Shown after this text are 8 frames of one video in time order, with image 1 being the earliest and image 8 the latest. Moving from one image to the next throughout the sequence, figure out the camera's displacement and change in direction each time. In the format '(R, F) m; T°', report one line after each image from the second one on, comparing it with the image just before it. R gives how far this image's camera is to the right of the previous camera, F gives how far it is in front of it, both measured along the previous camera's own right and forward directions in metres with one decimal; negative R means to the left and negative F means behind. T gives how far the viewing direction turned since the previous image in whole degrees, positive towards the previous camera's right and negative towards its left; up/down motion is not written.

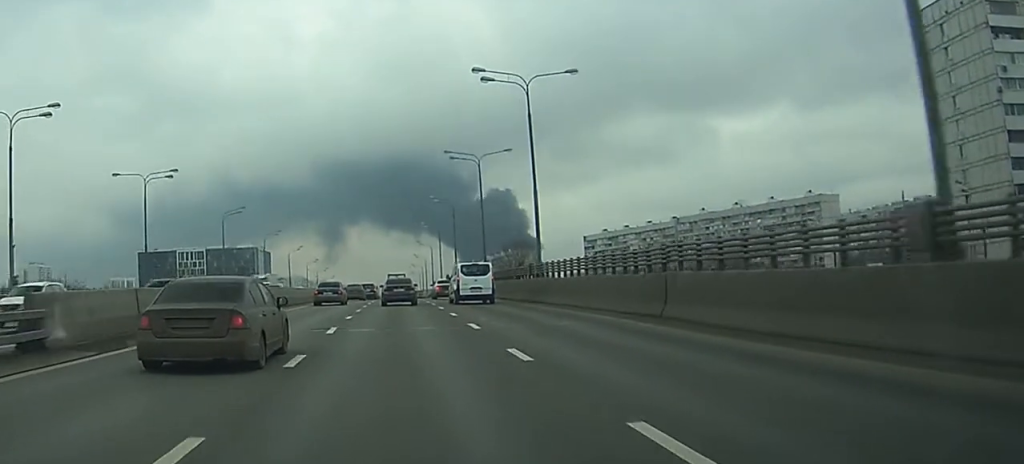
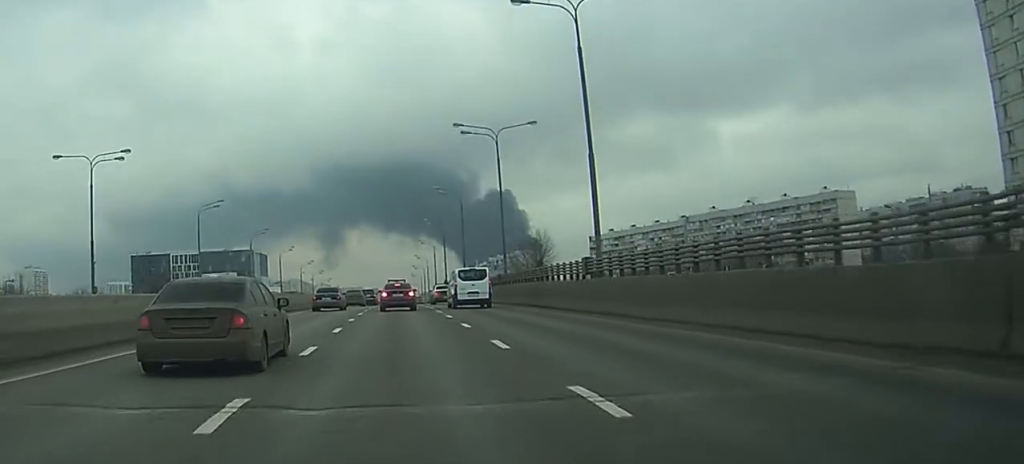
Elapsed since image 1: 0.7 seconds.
(0.0, +14.0) m; 0°
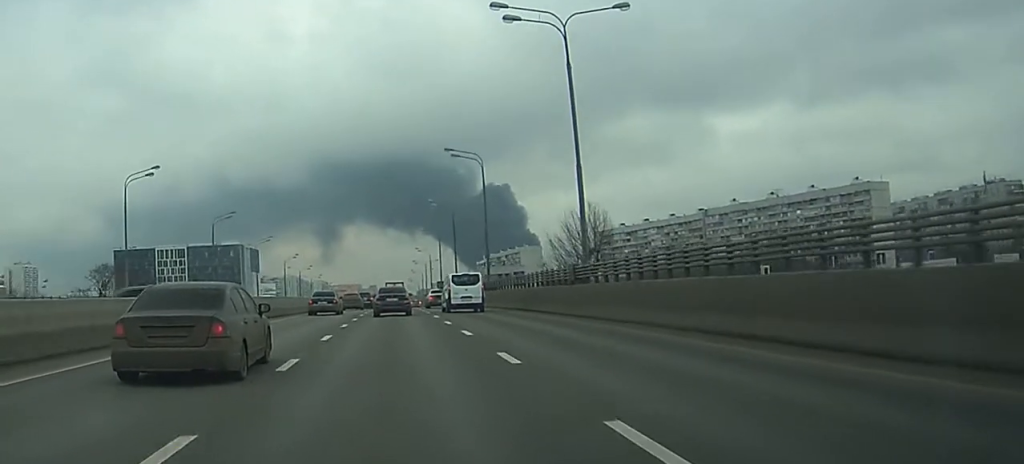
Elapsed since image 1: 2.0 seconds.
(+0.1, +26.6) m; 0°
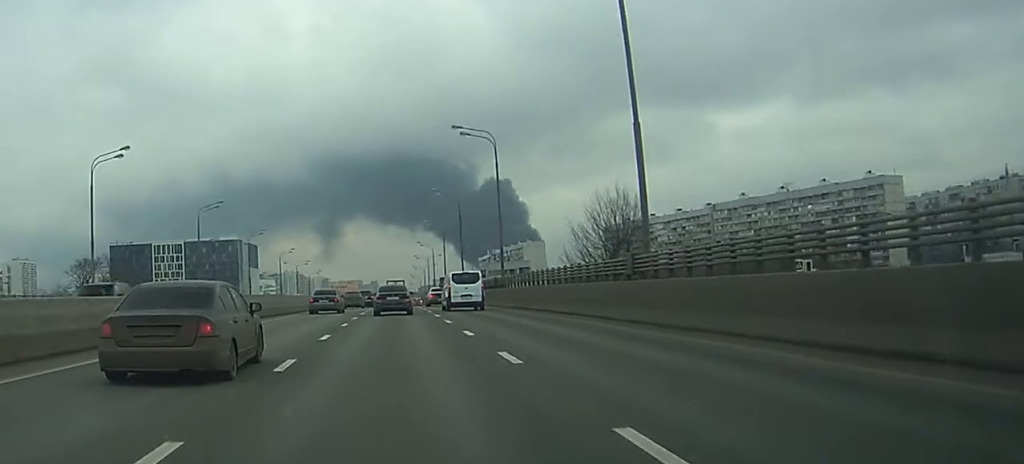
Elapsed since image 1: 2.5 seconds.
(0.0, +8.6) m; 0°
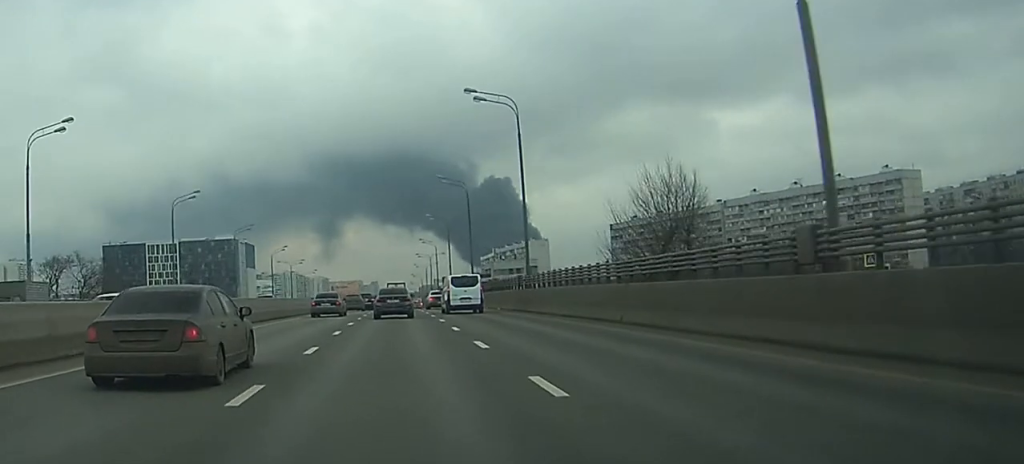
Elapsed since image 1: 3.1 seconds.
(0.0, +11.9) m; 0°
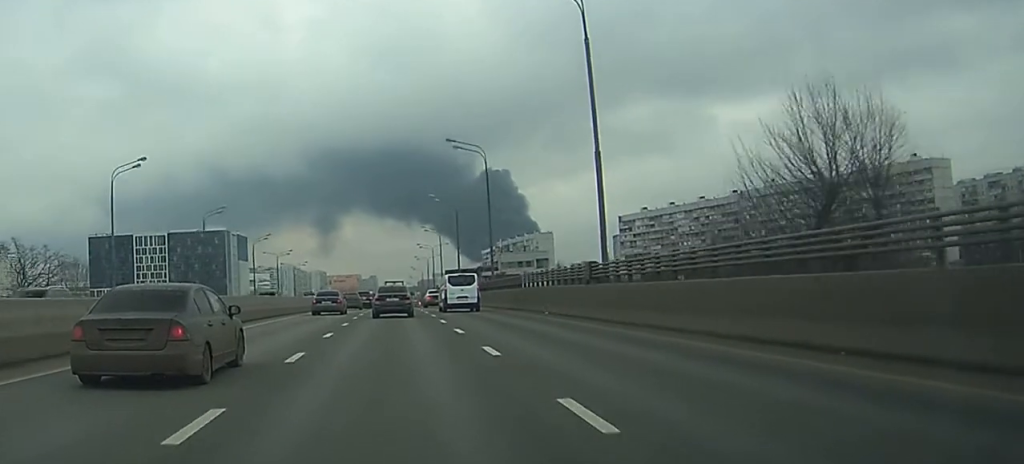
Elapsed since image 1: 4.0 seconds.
(0.0, +19.0) m; 0°
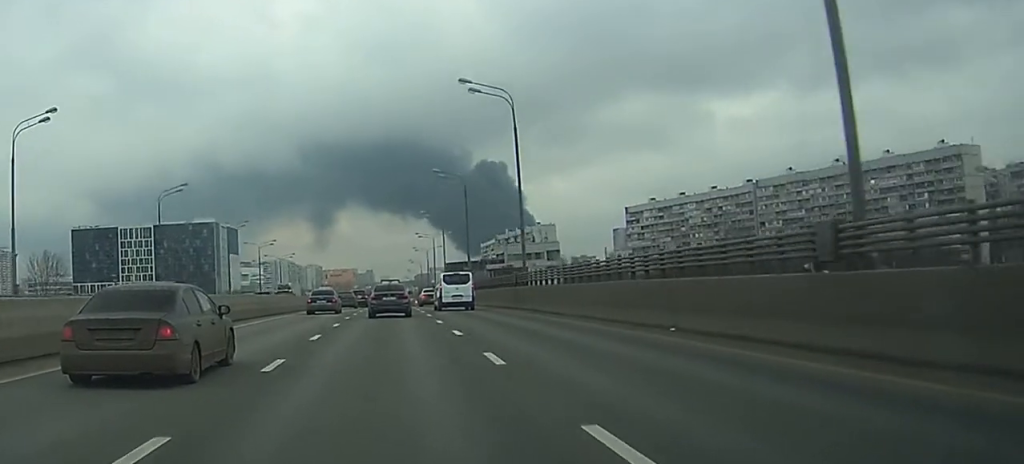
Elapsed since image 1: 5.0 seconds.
(0.0, +18.1) m; 0°
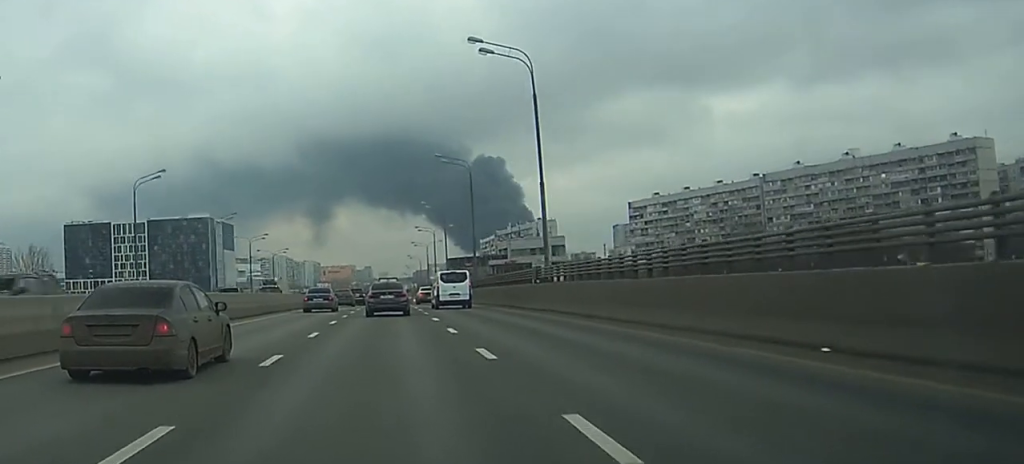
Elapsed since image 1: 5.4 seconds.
(0.0, +7.7) m; 0°
